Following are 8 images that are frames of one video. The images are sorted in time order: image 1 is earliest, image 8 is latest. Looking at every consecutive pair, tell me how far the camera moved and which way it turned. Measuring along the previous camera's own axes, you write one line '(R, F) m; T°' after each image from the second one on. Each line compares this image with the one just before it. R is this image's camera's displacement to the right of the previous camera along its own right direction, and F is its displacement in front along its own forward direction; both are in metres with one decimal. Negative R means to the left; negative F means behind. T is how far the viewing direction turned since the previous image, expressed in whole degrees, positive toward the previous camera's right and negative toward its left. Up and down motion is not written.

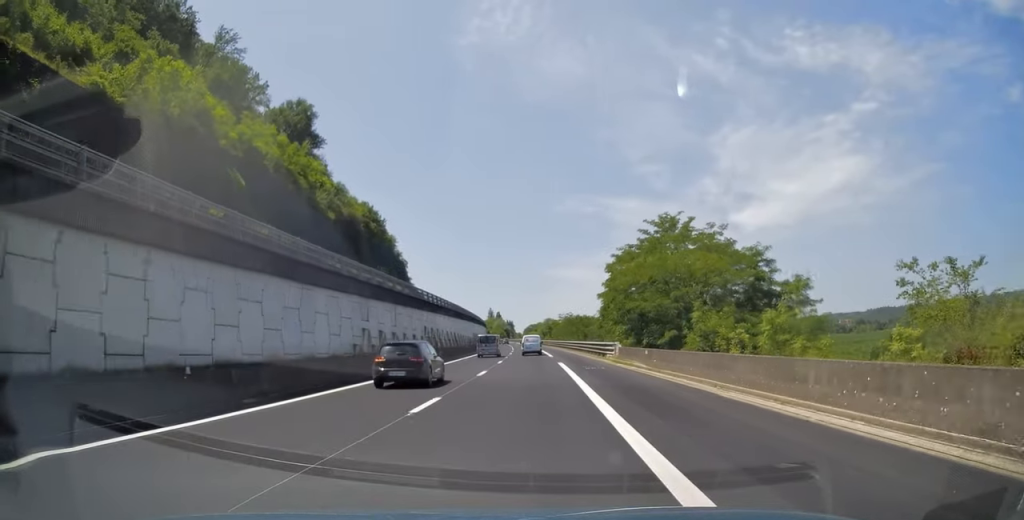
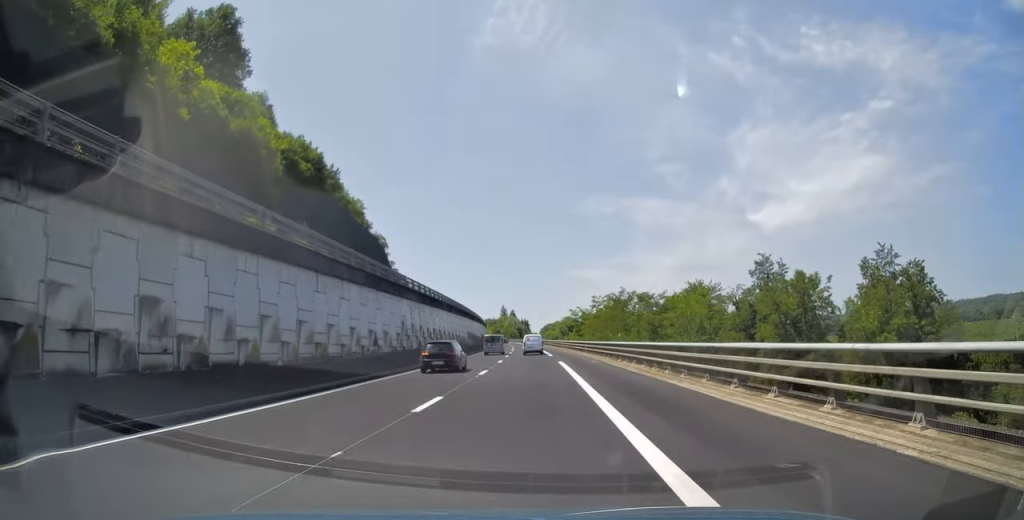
(-0.6, +51.5) m; -1°
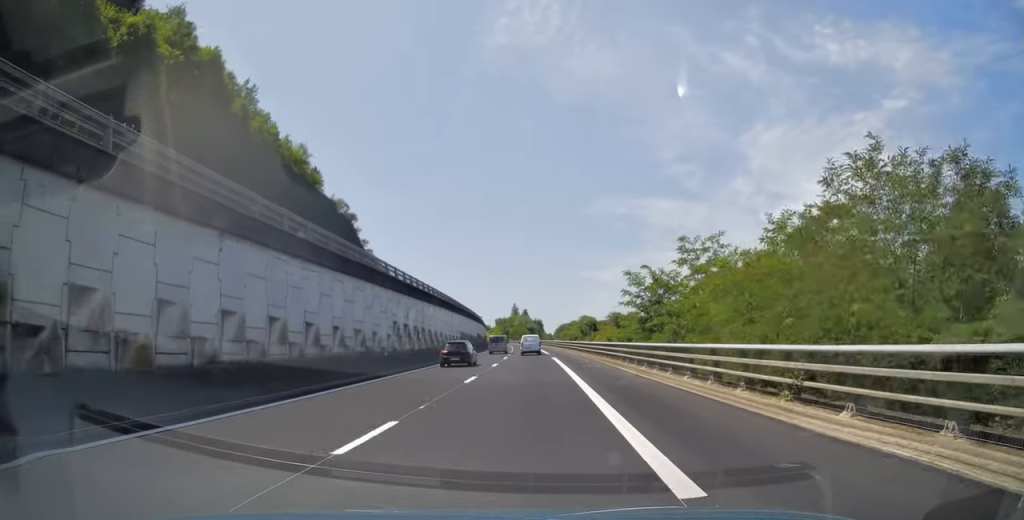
(-0.6, +42.9) m; -2°
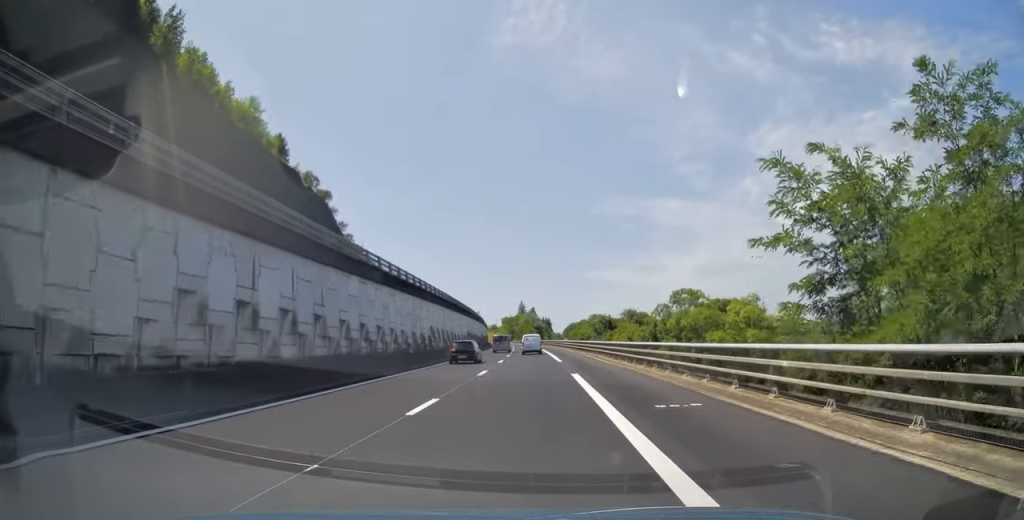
(-0.3, +21.8) m; -1°
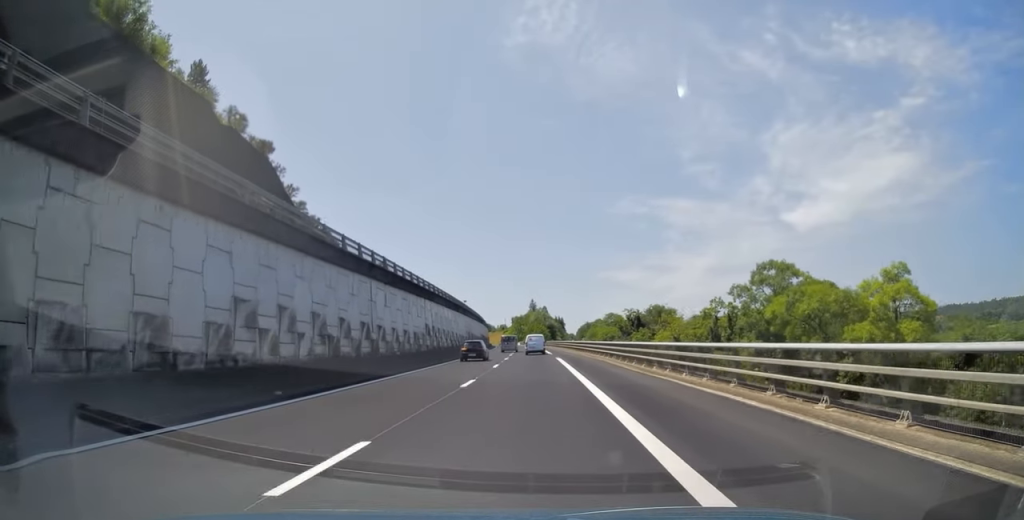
(+0.1, +31.8) m; -1°
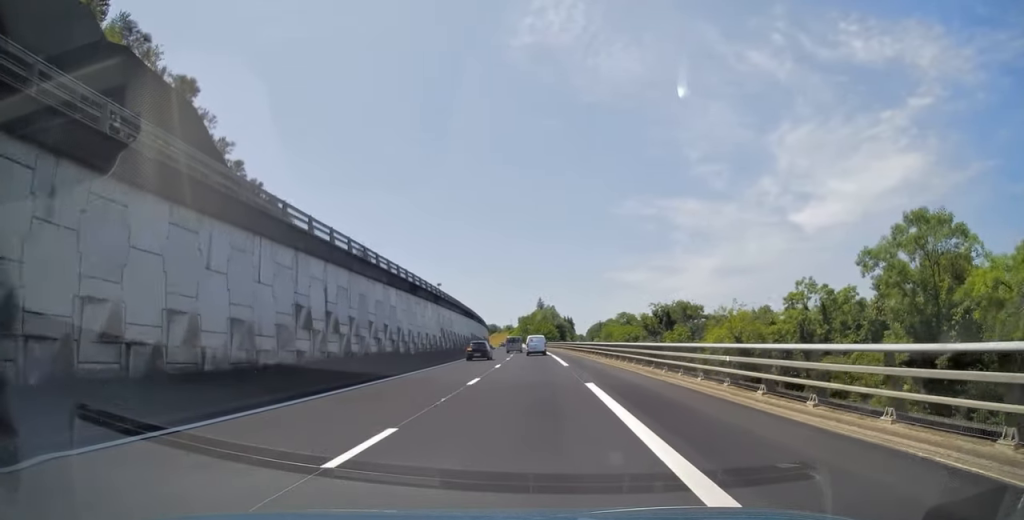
(-0.5, +24.4) m; -1°
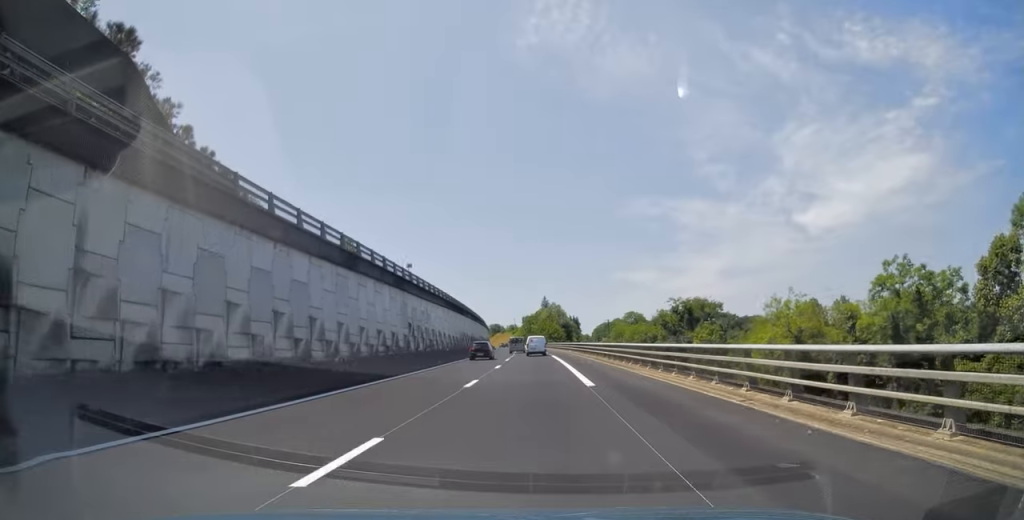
(-0.1, +13.8) m; 0°
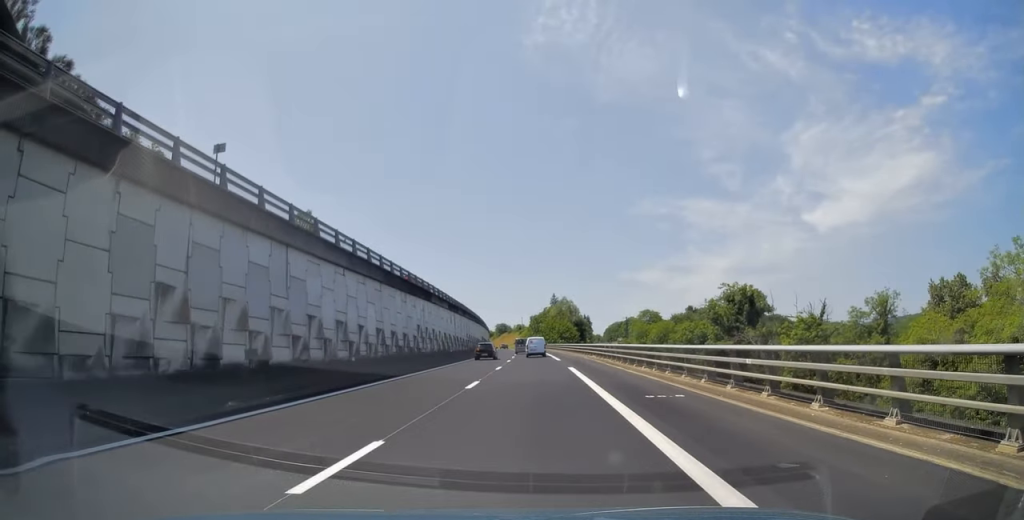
(-0.1, +26.0) m; 0°
